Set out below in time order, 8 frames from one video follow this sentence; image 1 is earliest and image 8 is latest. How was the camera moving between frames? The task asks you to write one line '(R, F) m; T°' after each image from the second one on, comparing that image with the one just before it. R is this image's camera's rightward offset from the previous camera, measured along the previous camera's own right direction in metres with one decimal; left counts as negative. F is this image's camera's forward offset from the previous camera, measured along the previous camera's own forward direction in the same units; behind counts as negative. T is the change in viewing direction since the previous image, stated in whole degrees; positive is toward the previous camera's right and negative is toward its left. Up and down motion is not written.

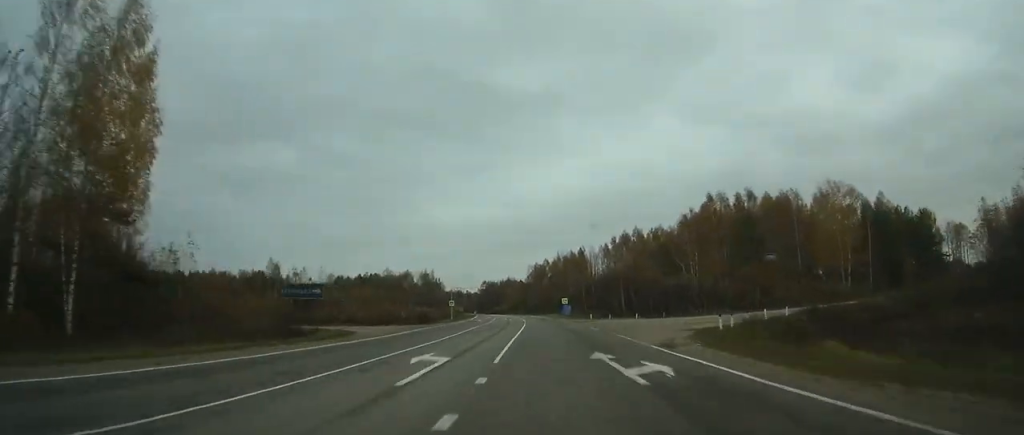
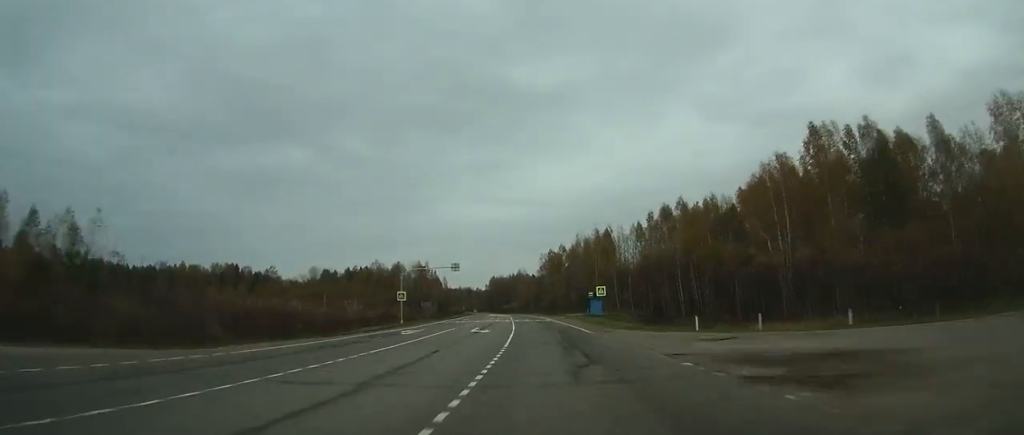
(-0.5, +48.9) m; -2°
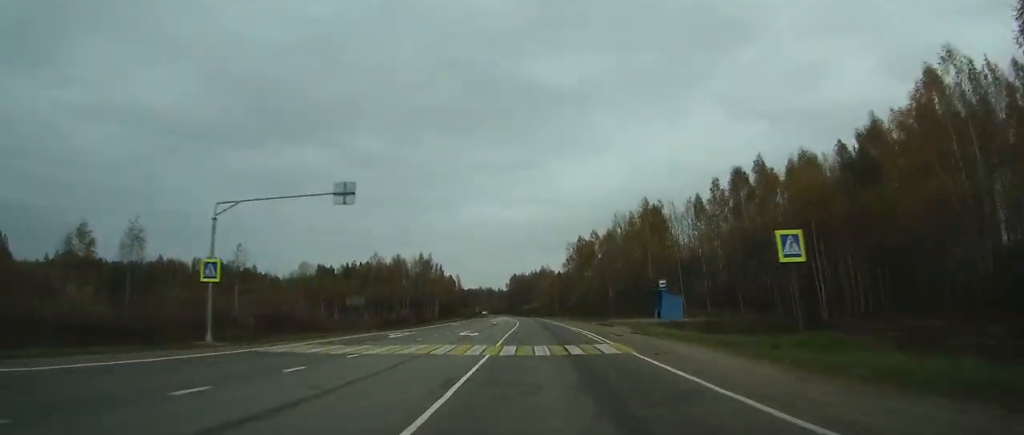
(-0.8, +42.3) m; -2°
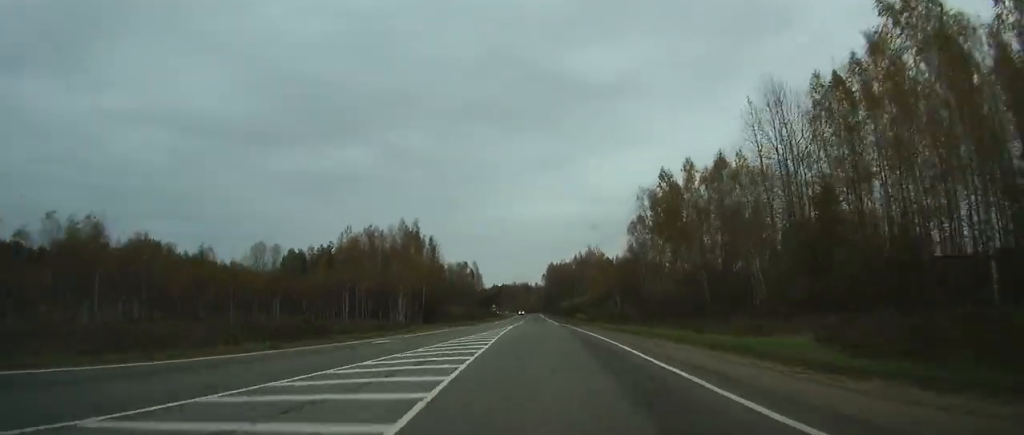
(-2.6, +76.4) m; -3°
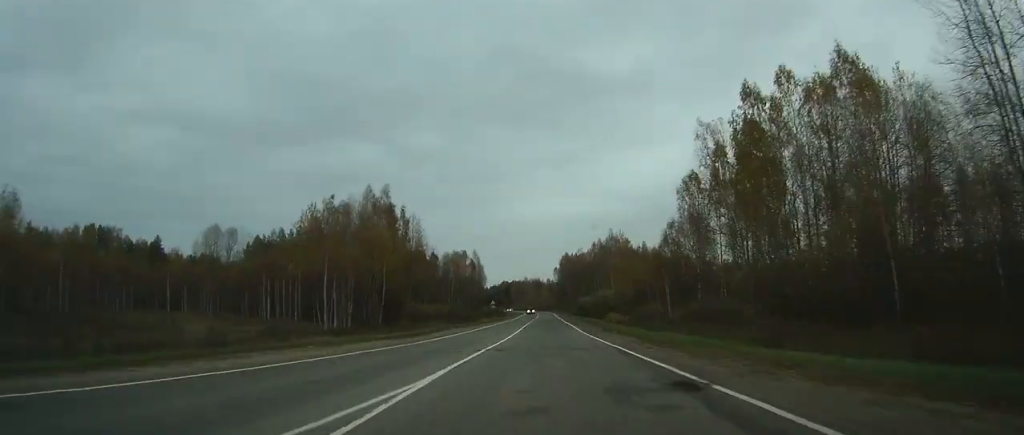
(-0.4, +33.7) m; -1°
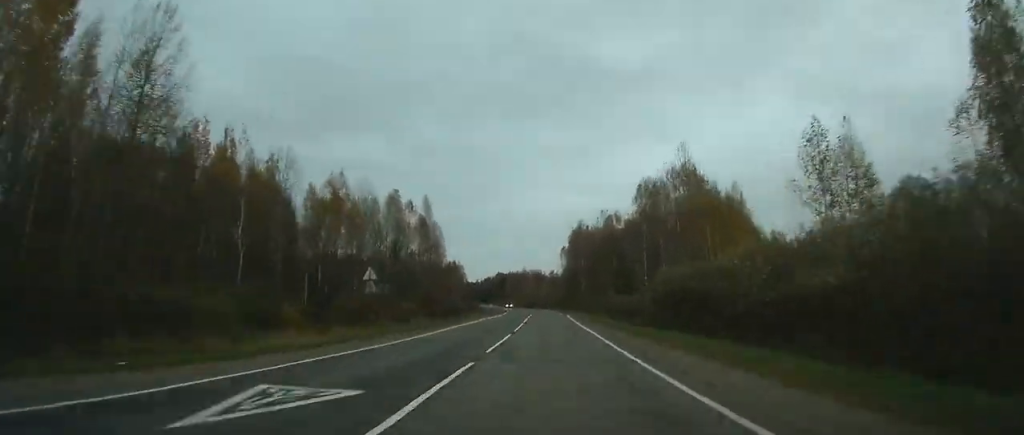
(-1.0, +78.6) m; -1°
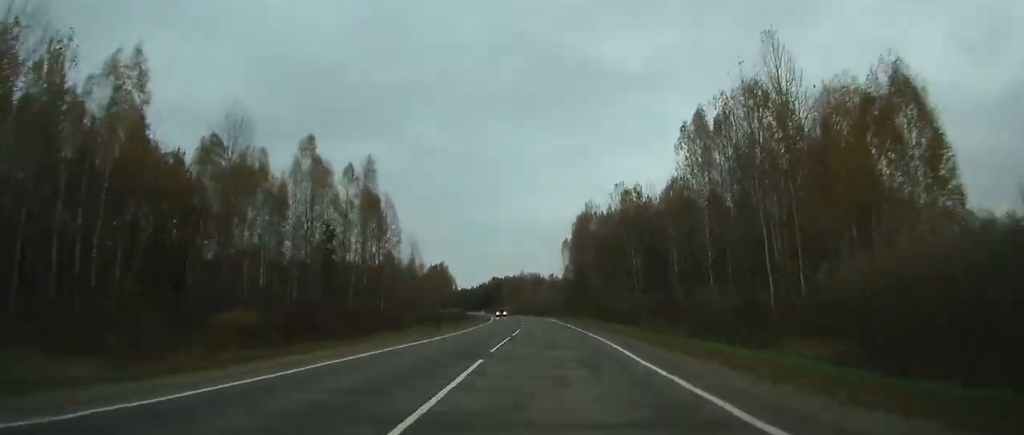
(-0.1, +33.0) m; -1°
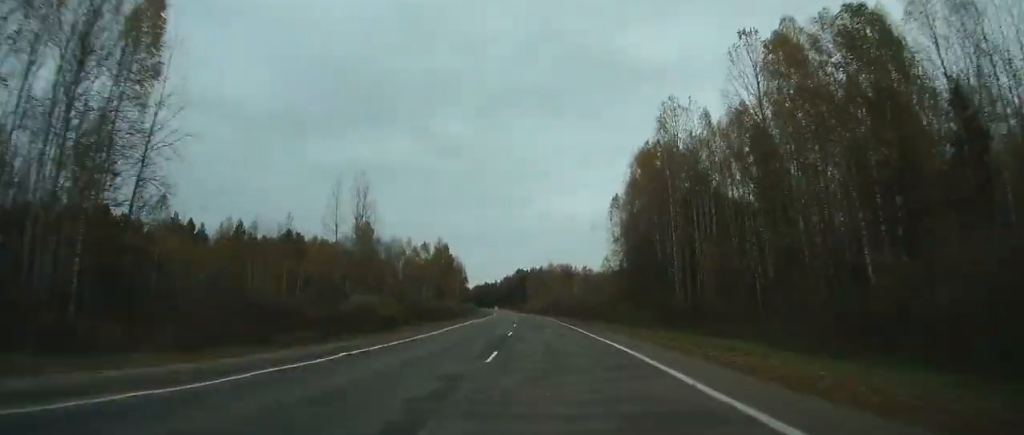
(-0.6, +60.0) m; -2°
